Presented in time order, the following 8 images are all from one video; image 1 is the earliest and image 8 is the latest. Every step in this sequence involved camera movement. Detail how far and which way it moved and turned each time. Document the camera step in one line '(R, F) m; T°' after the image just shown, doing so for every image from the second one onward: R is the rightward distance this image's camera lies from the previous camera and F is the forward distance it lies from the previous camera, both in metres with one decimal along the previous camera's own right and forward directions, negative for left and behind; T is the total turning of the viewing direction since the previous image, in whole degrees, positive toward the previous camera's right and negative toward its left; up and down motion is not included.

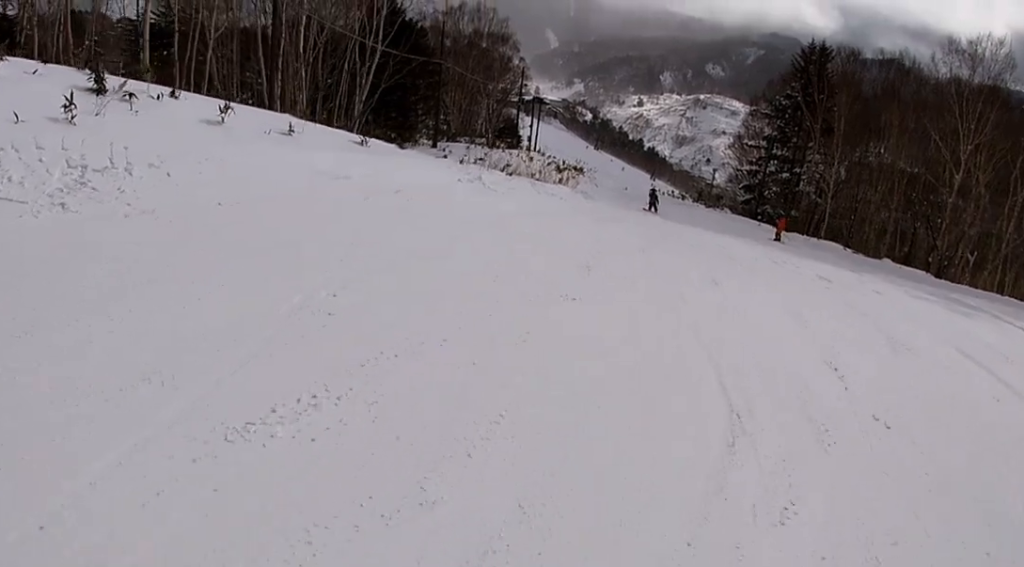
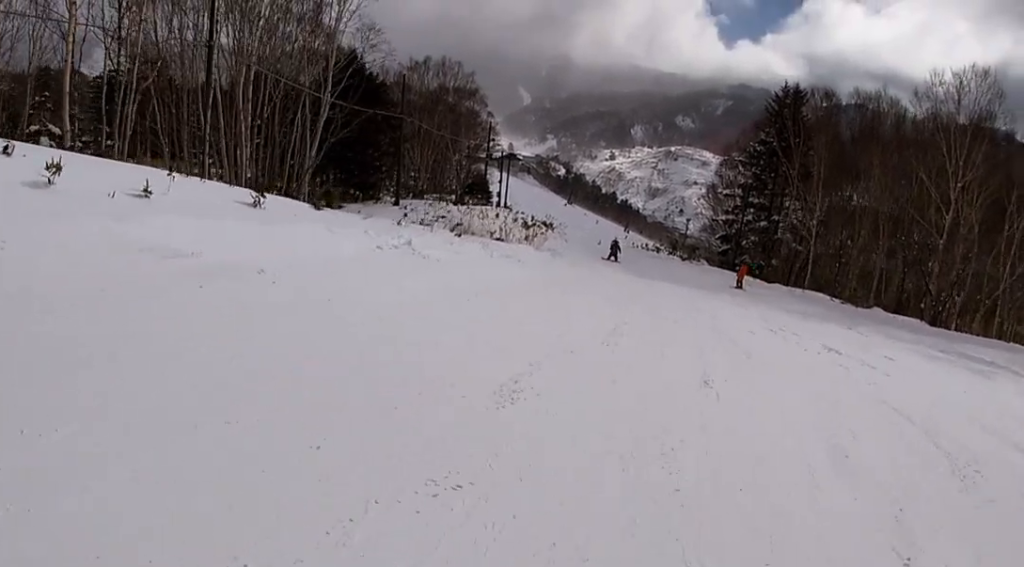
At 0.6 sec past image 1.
(+0.4, +3.3) m; +5°
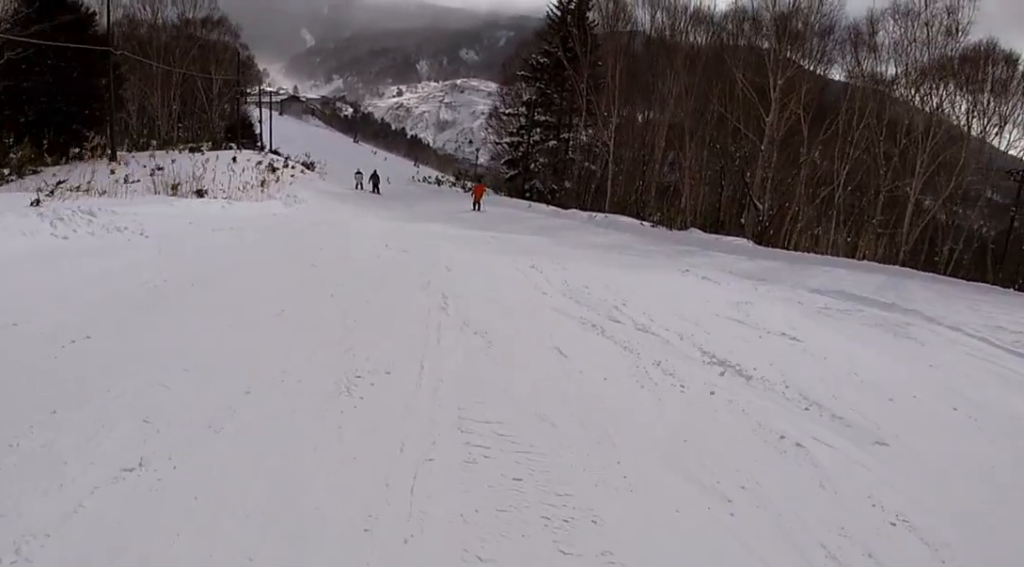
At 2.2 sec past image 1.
(+0.6, +9.3) m; +4°
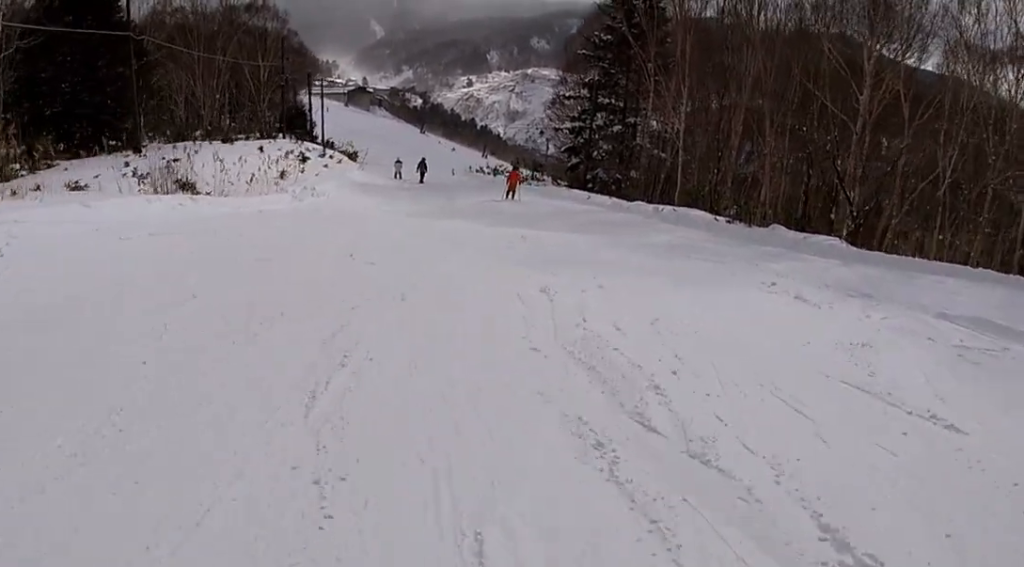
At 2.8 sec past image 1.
(0.0, +4.0) m; 0°
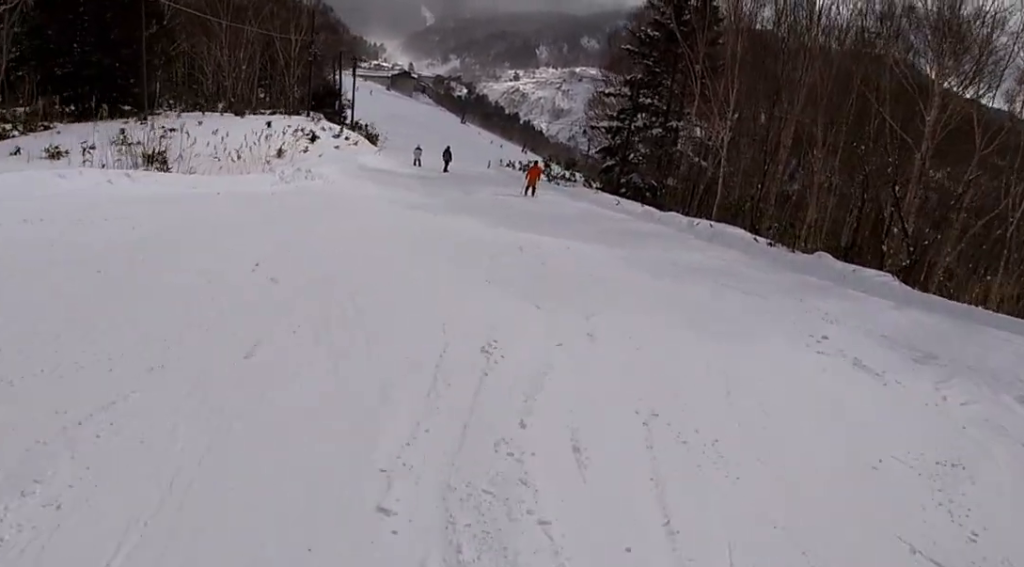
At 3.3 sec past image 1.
(0.0, +2.9) m; -3°
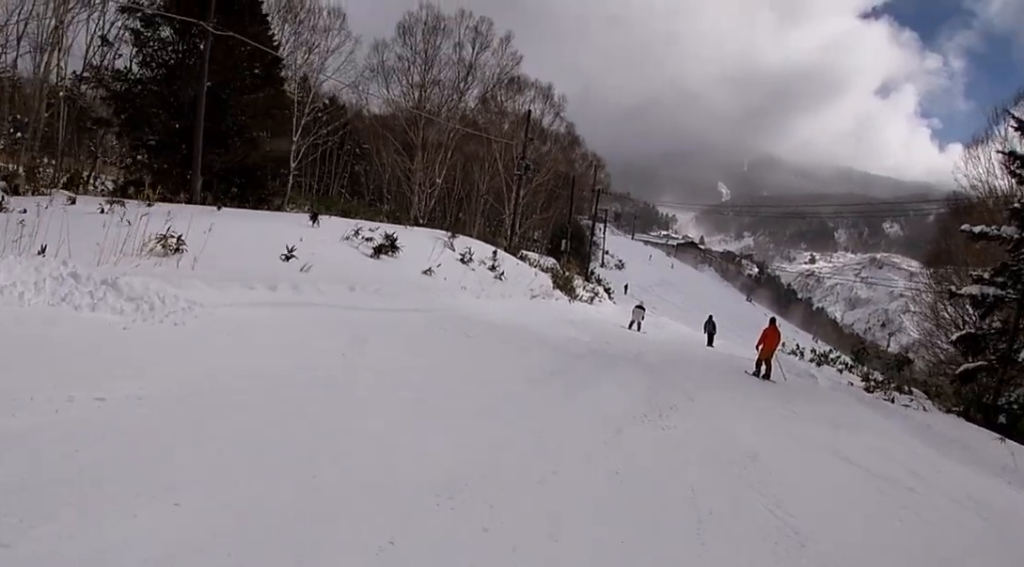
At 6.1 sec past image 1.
(-6.7, +15.5) m; -31°
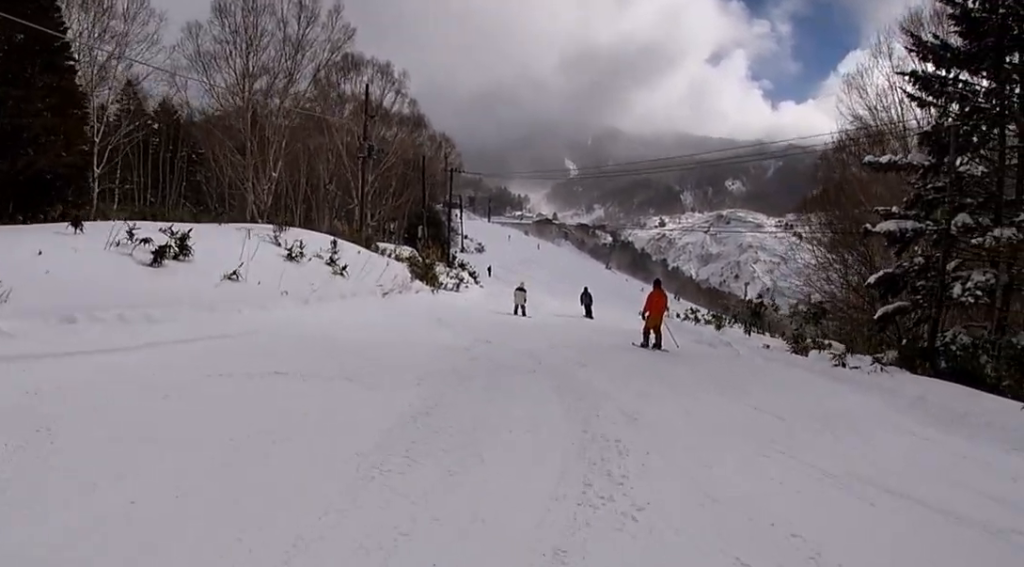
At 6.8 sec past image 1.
(+0.9, +4.2) m; +11°
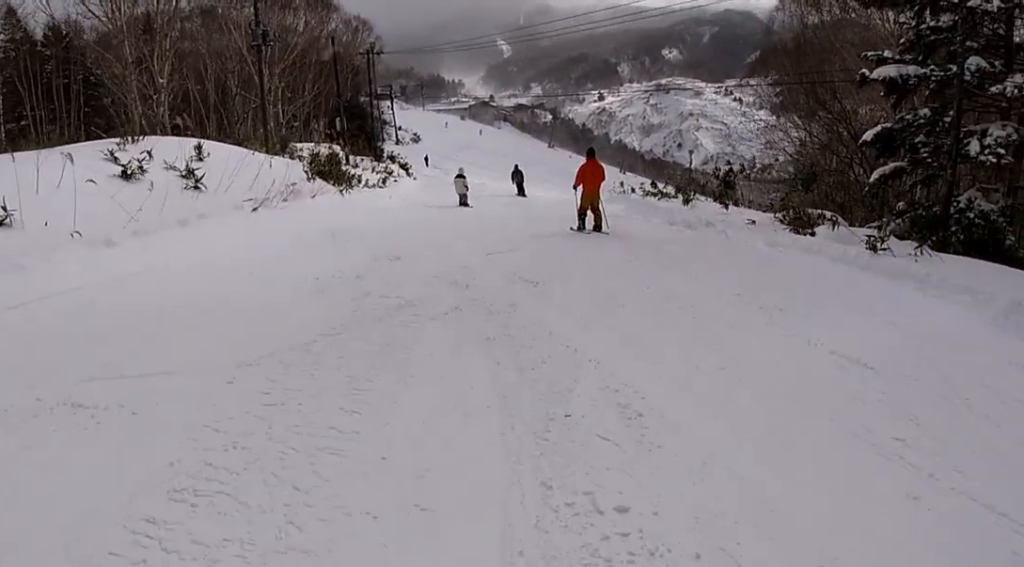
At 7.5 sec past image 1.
(+0.2, +3.9) m; +3°
